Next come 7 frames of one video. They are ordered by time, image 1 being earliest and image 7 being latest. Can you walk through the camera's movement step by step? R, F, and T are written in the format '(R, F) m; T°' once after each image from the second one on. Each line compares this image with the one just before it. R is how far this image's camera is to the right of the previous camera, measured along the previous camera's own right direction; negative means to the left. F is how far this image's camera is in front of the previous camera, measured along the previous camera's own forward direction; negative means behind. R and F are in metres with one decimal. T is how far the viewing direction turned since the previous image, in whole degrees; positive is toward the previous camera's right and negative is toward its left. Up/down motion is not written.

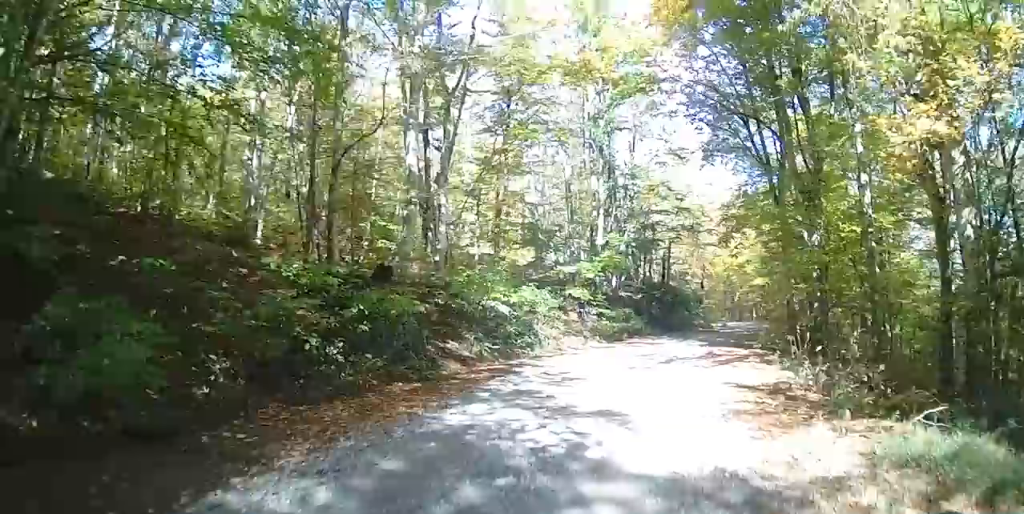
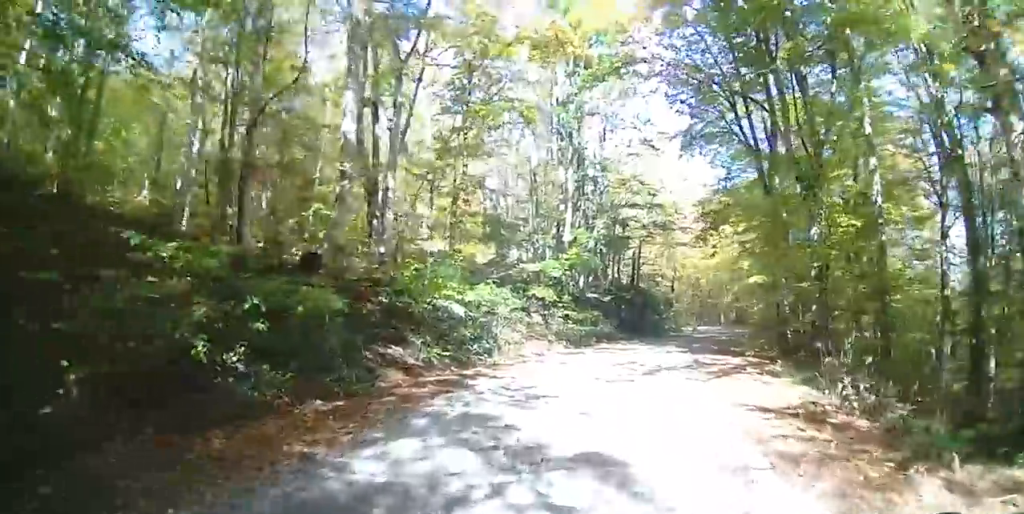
(0.0, +2.5) m; +5°
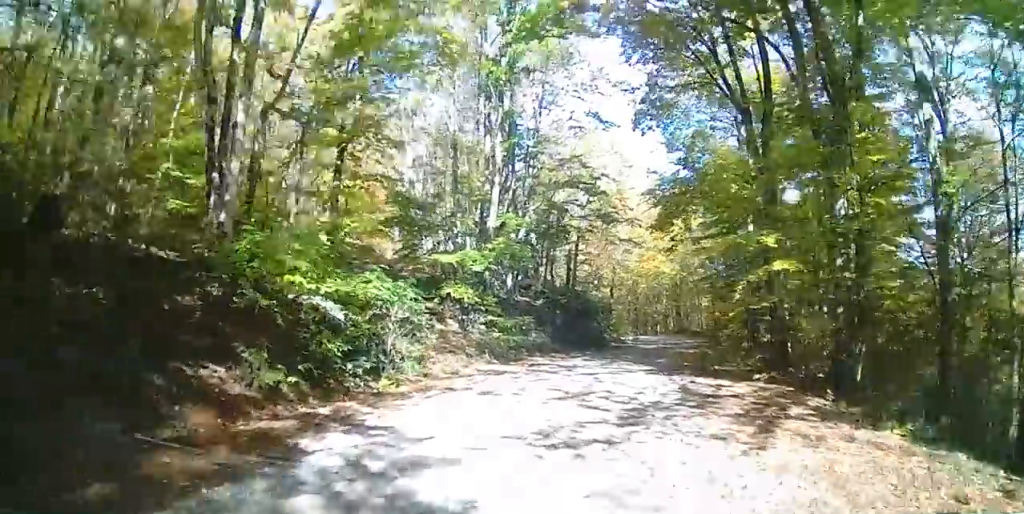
(+0.8, +5.3) m; +12°
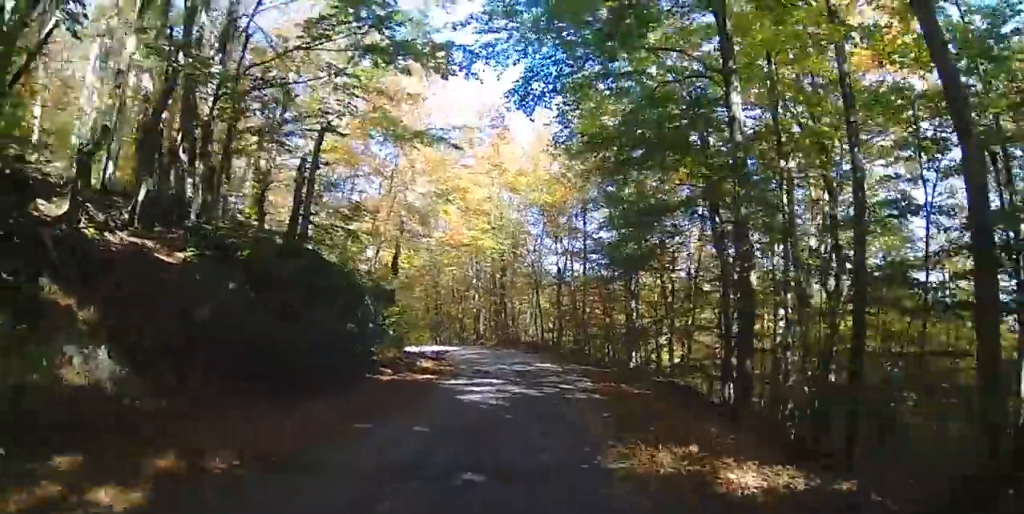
(+1.8, +17.1) m; +10°
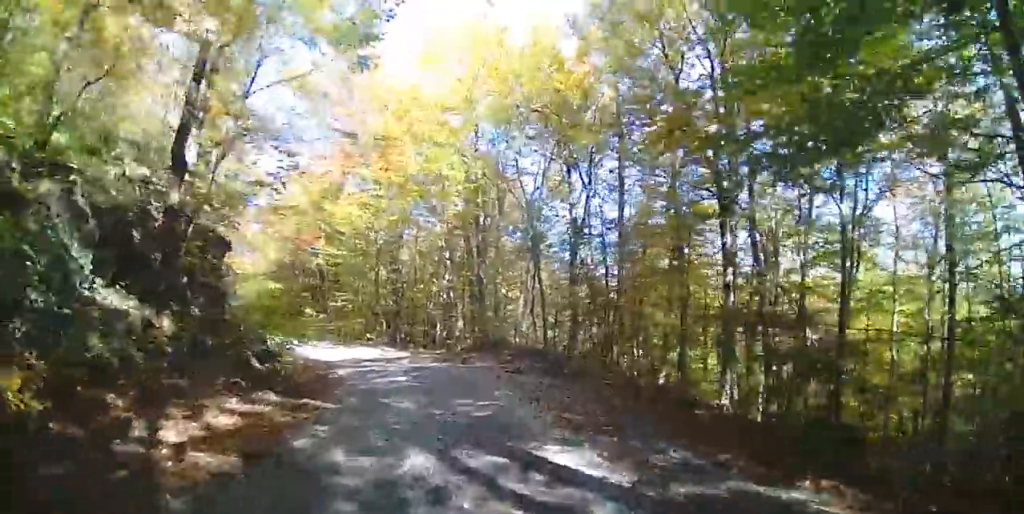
(+0.1, +12.8) m; -2°
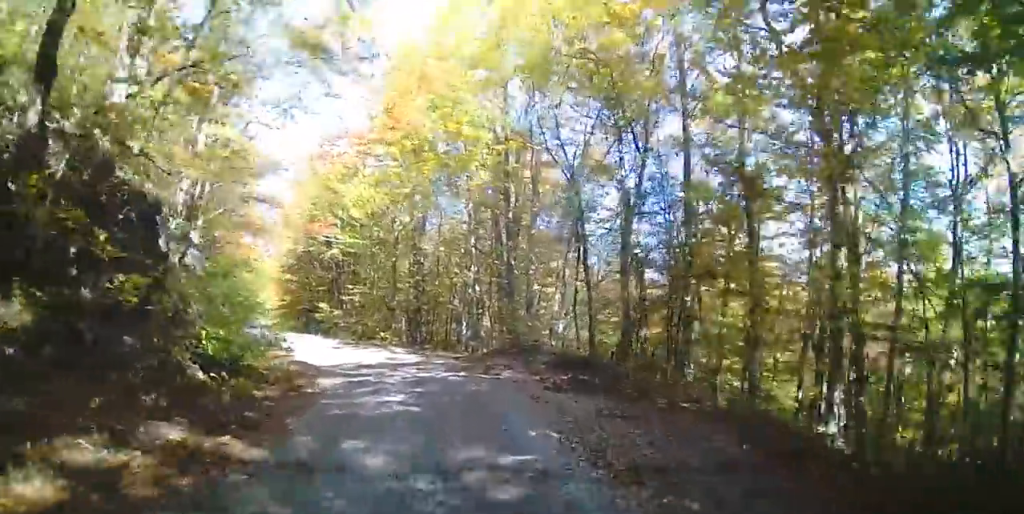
(0.0, +3.7) m; -2°
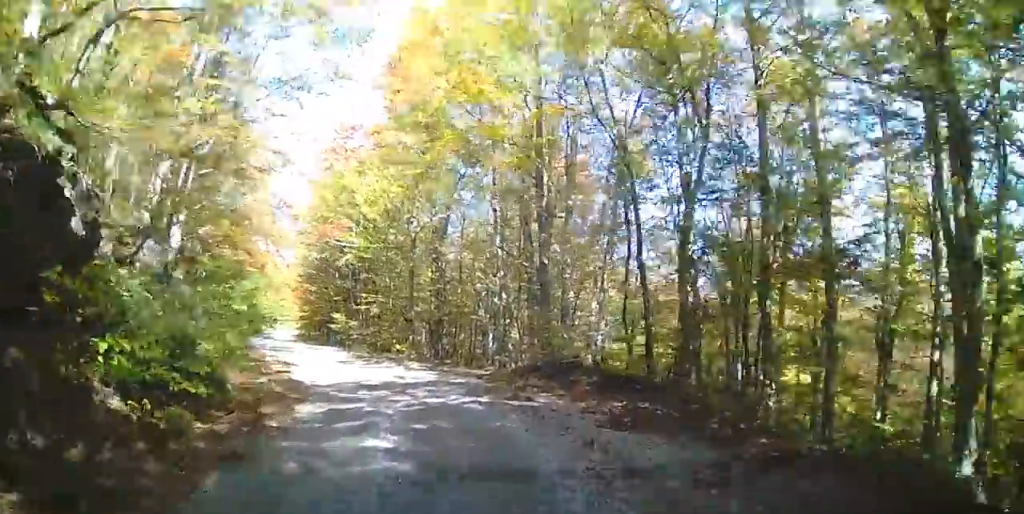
(-0.1, +3.1) m; -1°
